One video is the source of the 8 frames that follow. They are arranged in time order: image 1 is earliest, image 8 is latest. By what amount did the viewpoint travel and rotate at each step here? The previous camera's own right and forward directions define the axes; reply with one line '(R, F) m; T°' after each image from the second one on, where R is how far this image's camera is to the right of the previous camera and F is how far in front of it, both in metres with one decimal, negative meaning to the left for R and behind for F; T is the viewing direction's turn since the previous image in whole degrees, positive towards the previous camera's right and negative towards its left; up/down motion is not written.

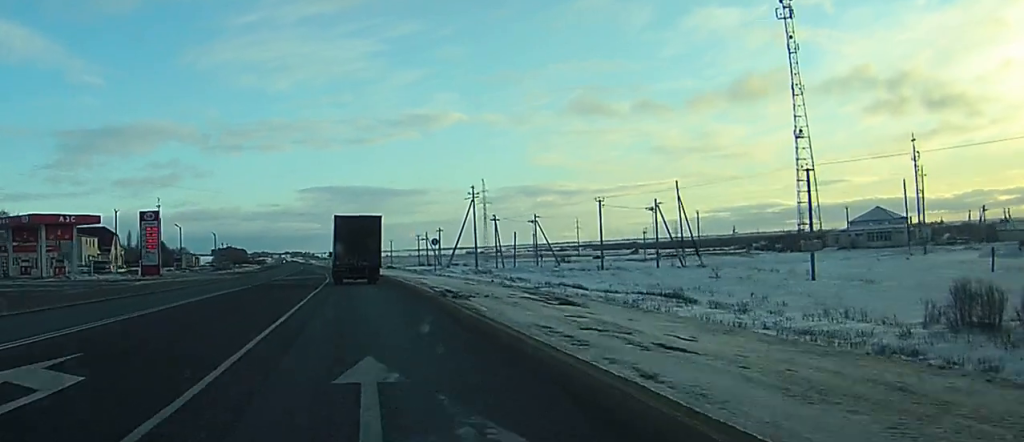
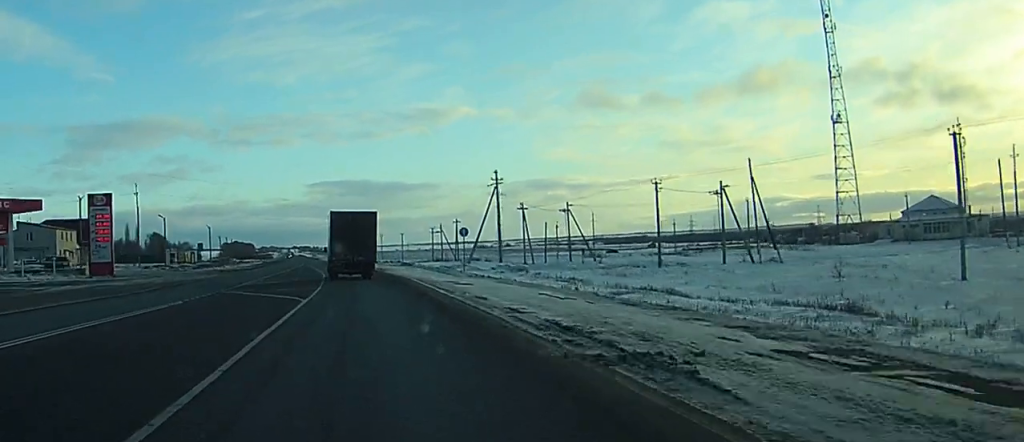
(-0.1, +17.2) m; 0°
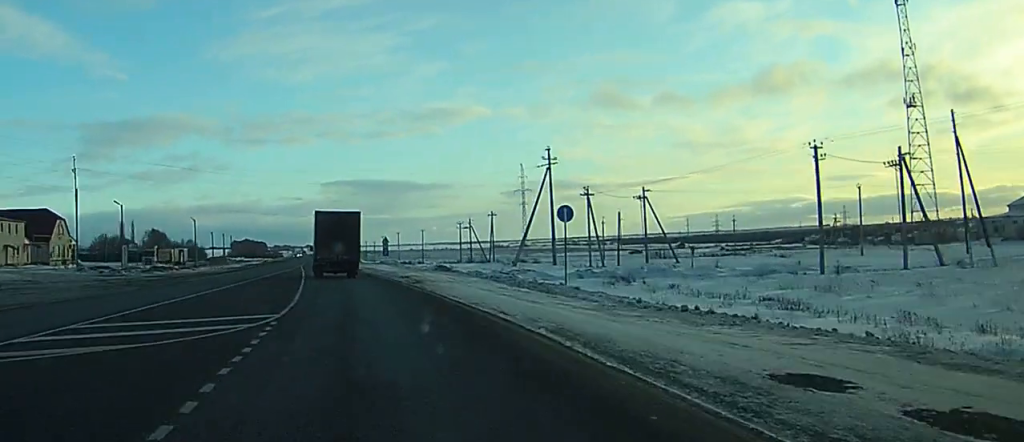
(-0.2, +28.8) m; -1°
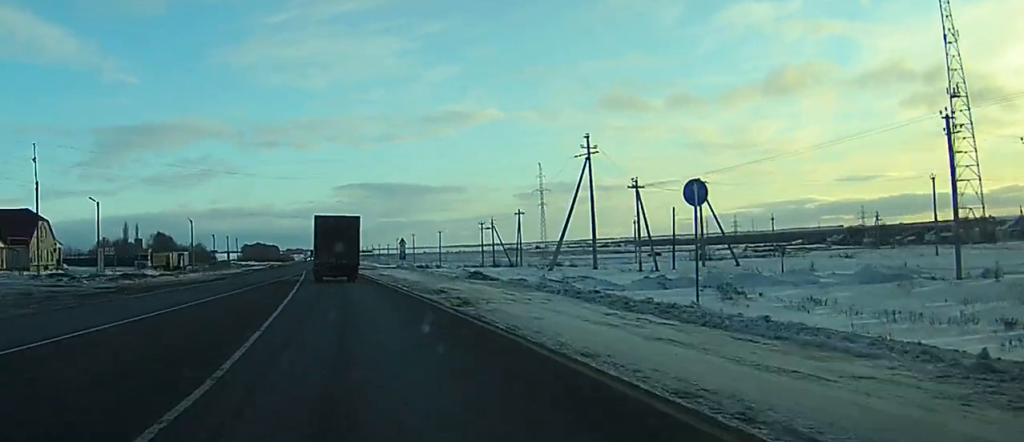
(0.0, +13.0) m; -1°
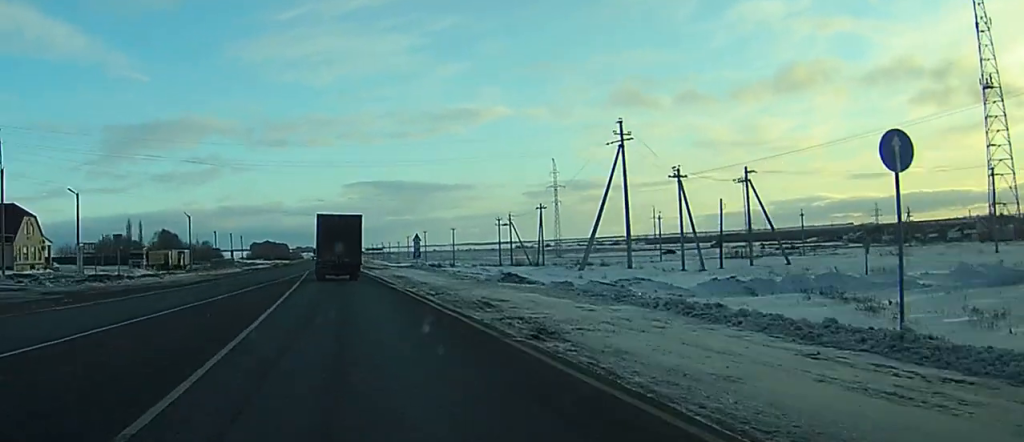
(-0.1, +8.7) m; 0°
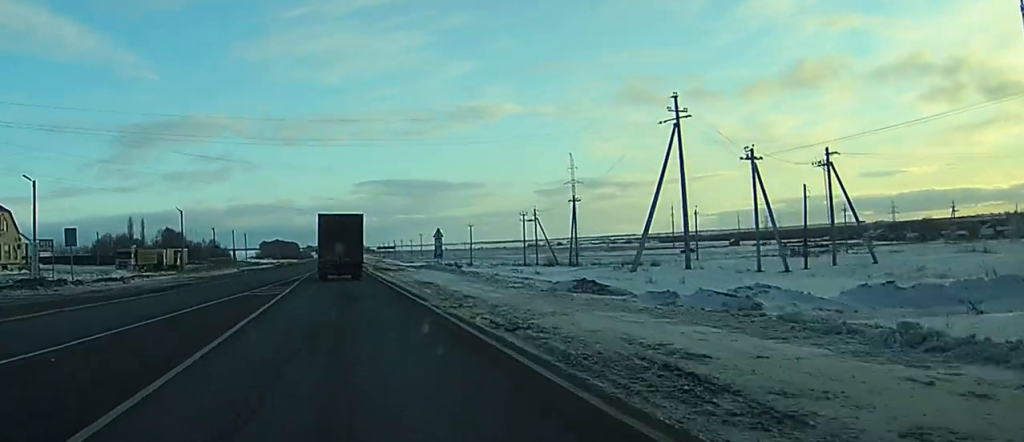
(0.0, +12.4) m; -1°
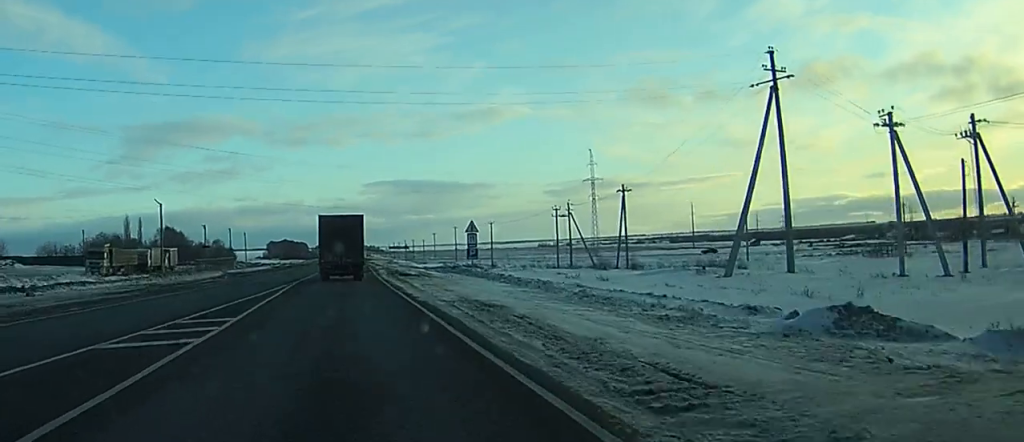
(-0.1, +16.3) m; -1°
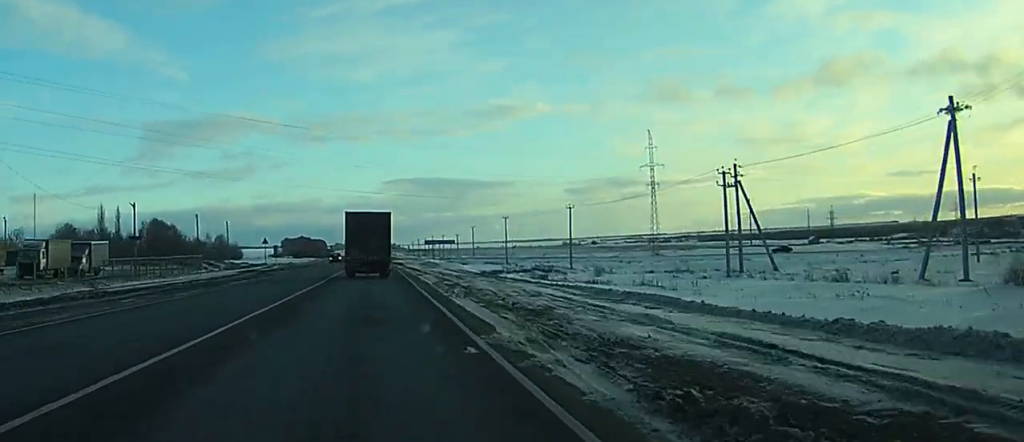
(+4.2, +49.3) m; -2°
